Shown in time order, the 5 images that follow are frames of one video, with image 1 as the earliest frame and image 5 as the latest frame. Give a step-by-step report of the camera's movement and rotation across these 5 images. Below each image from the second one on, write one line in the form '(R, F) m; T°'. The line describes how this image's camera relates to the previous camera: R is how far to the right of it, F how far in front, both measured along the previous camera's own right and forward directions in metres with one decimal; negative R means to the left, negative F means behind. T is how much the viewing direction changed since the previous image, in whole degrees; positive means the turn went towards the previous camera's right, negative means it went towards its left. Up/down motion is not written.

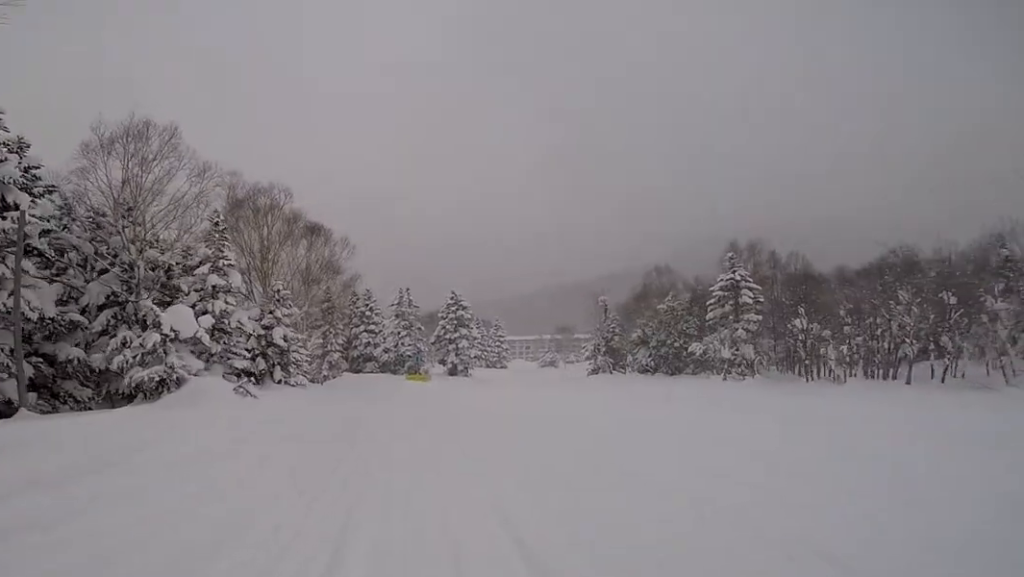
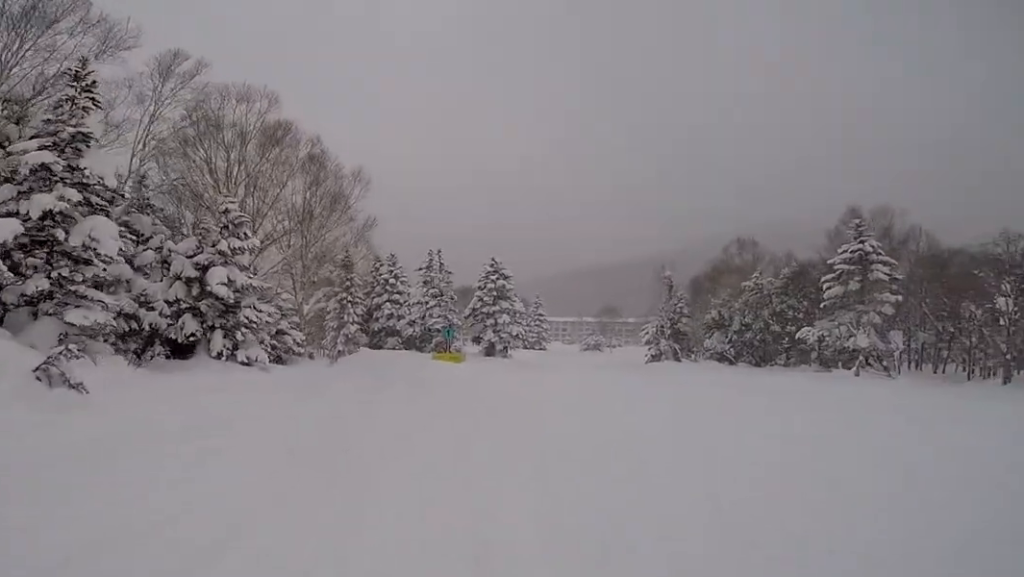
(+0.2, +8.0) m; +1°
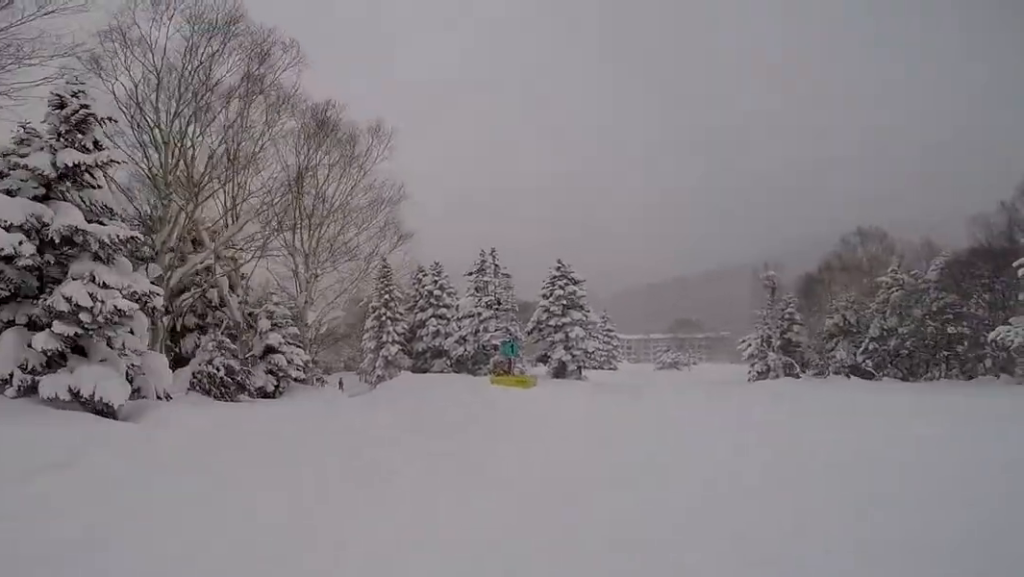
(+0.1, +7.3) m; -2°
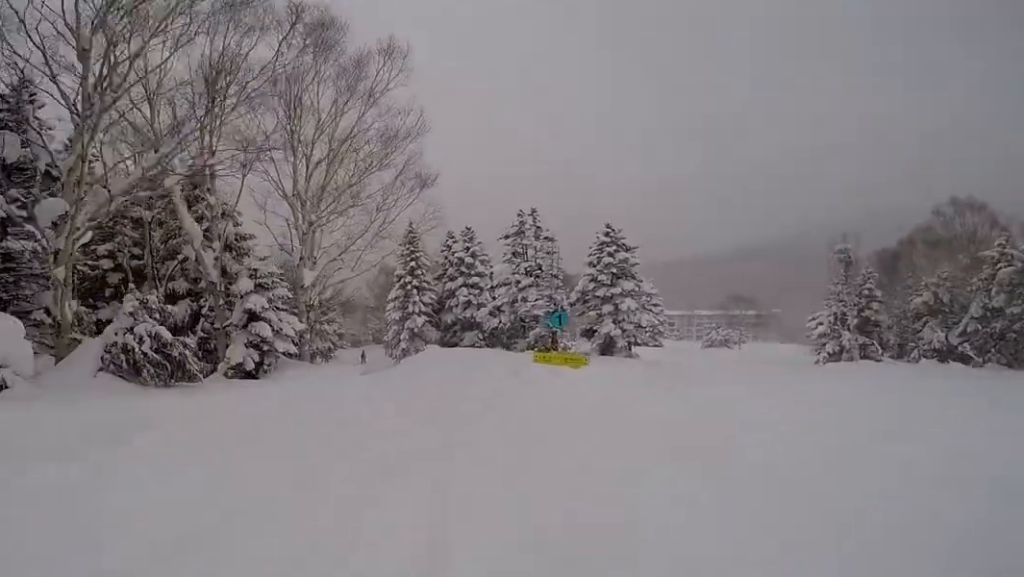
(-0.1, +3.7) m; -4°
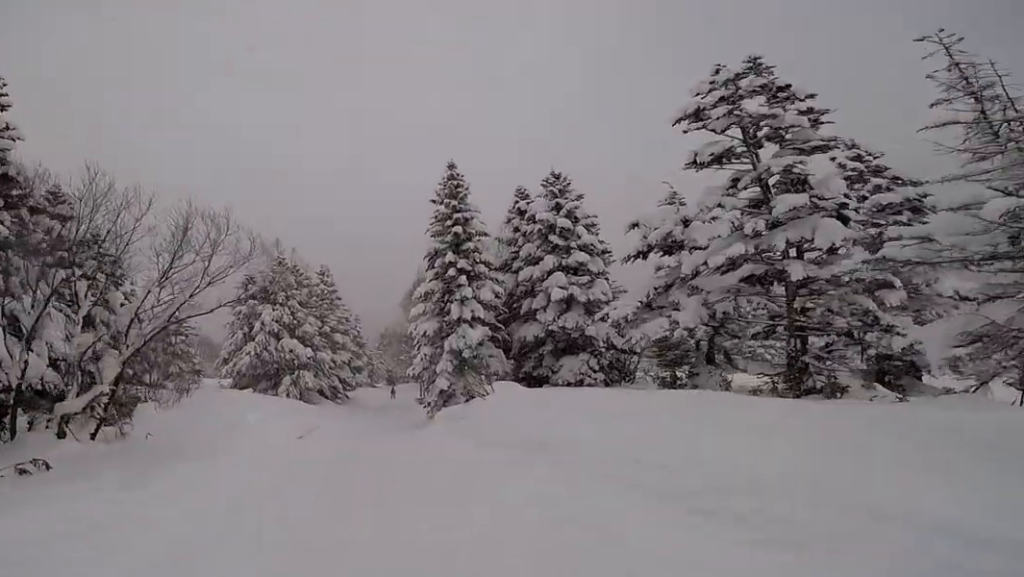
(-3.2, +18.4) m; -15°
